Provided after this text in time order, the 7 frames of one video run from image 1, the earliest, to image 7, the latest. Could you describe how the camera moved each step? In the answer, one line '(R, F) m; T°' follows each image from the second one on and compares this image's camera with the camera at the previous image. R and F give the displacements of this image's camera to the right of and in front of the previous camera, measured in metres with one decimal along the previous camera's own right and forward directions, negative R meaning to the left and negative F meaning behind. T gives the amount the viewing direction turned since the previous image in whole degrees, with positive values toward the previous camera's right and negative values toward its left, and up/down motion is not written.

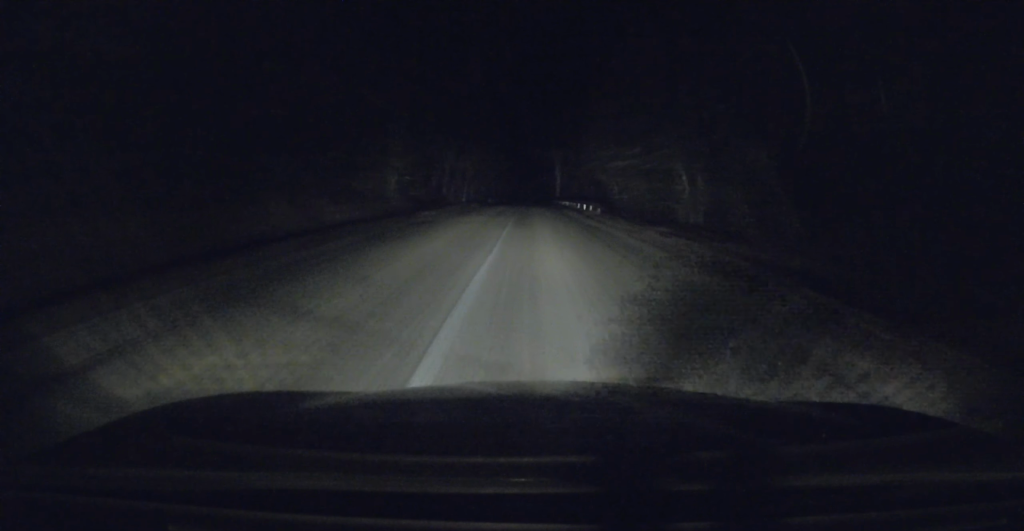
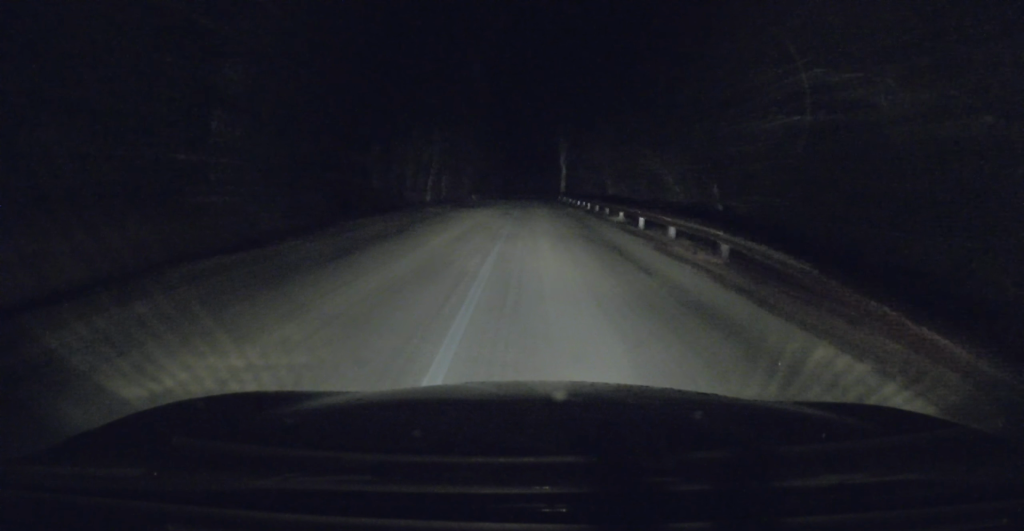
(0.0, +18.8) m; 0°
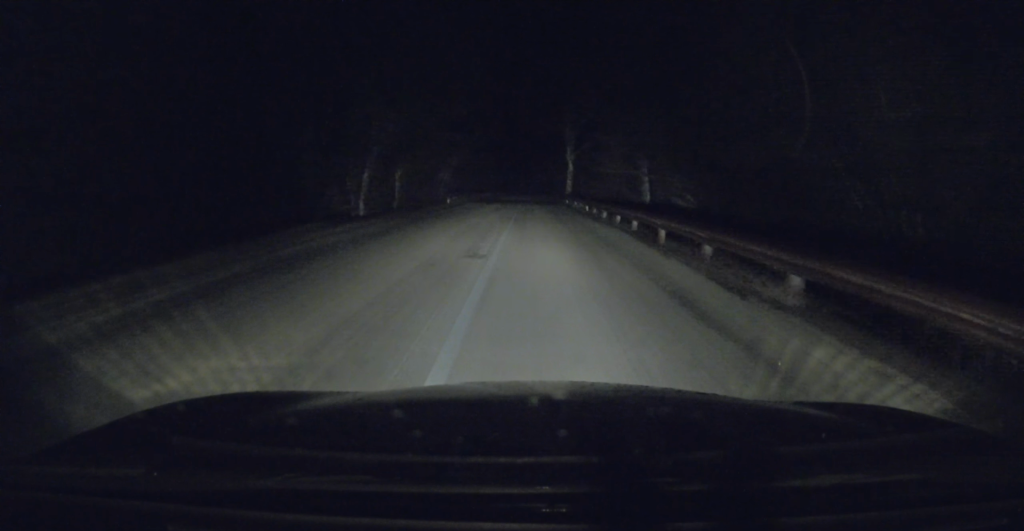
(+0.2, +14.5) m; +1°
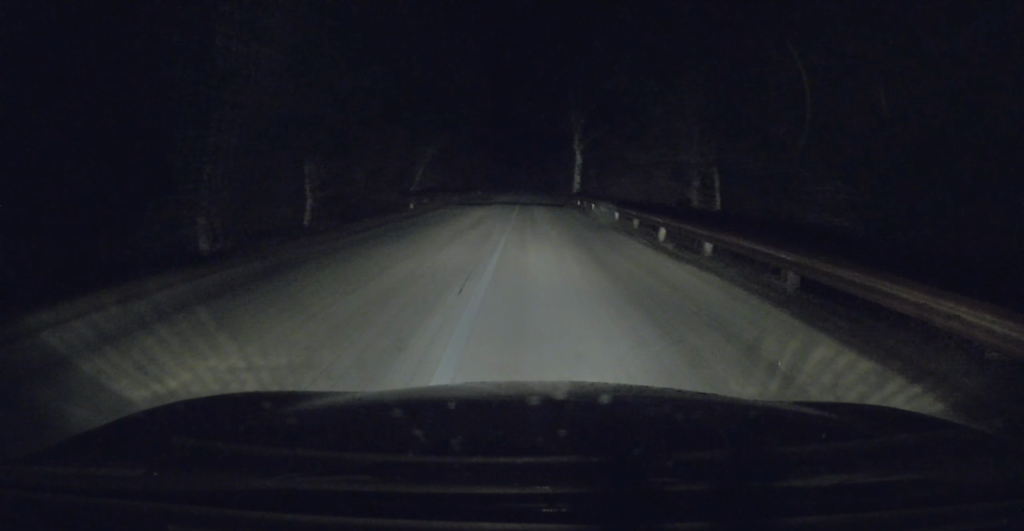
(+0.3, +11.4) m; -1°
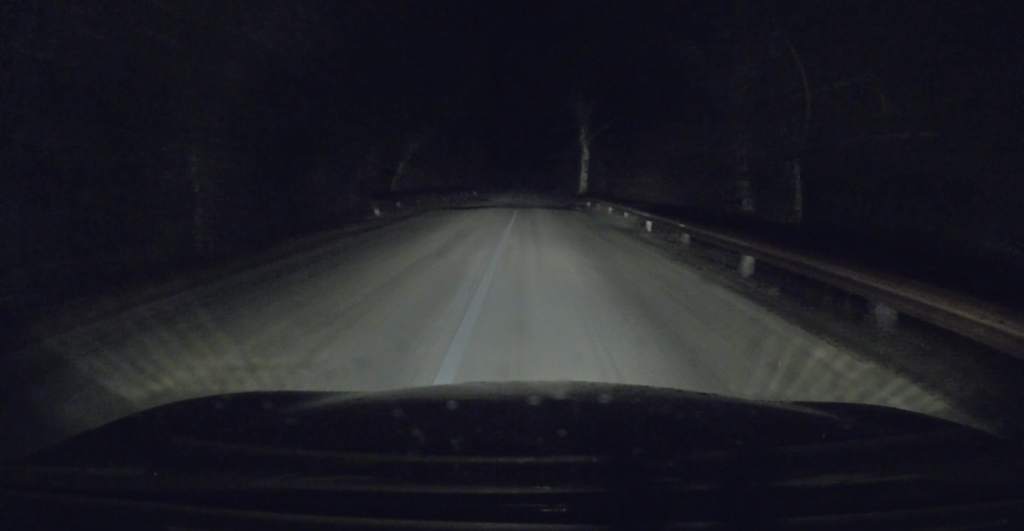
(-0.2, +5.9) m; -1°
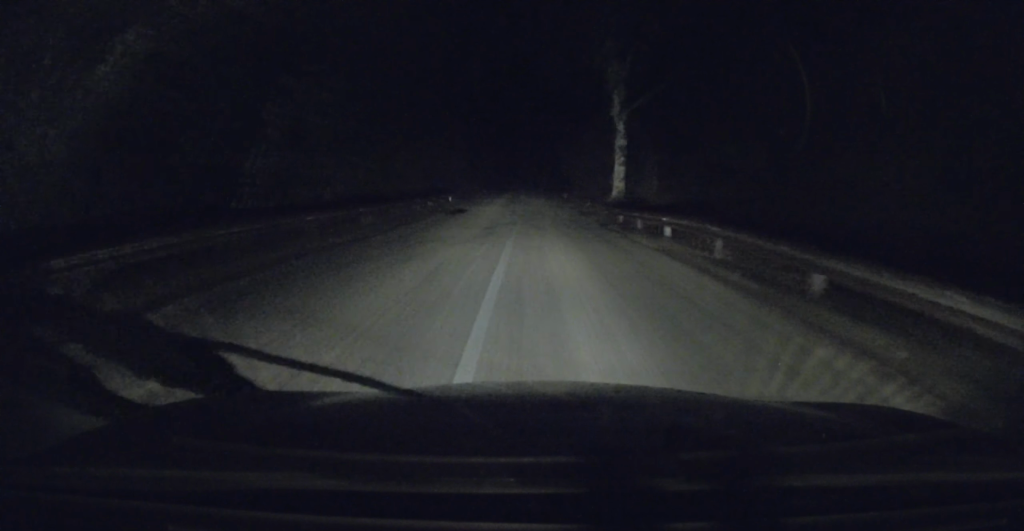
(-0.2, +17.3) m; 0°
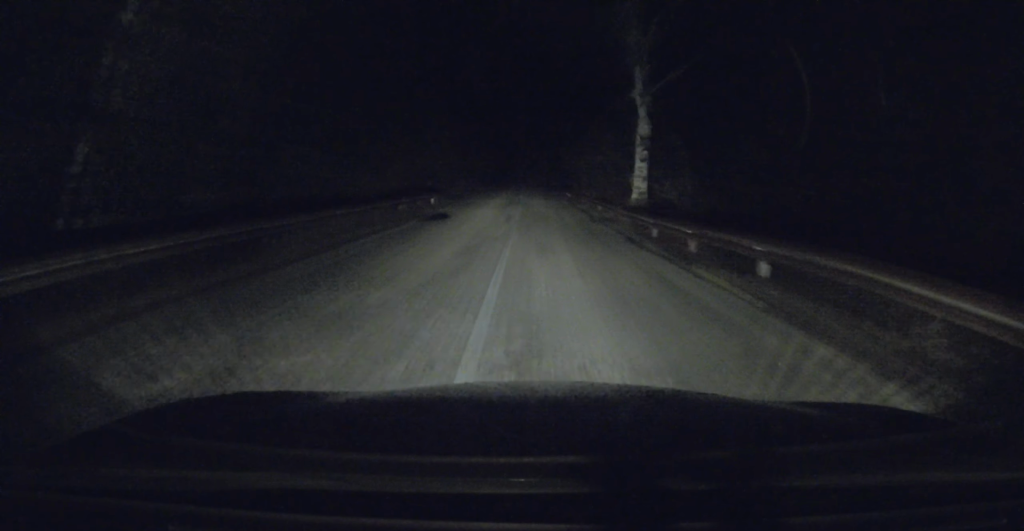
(+0.1, +6.0) m; 0°
